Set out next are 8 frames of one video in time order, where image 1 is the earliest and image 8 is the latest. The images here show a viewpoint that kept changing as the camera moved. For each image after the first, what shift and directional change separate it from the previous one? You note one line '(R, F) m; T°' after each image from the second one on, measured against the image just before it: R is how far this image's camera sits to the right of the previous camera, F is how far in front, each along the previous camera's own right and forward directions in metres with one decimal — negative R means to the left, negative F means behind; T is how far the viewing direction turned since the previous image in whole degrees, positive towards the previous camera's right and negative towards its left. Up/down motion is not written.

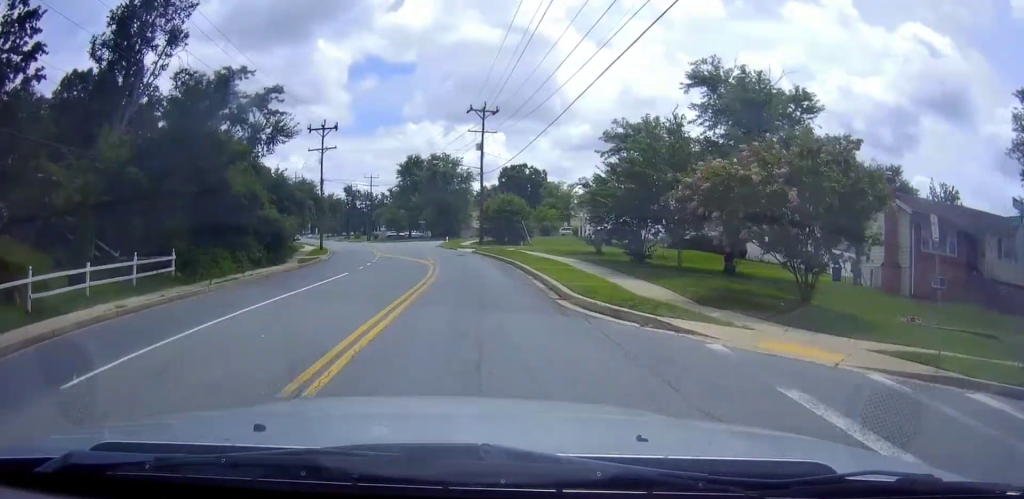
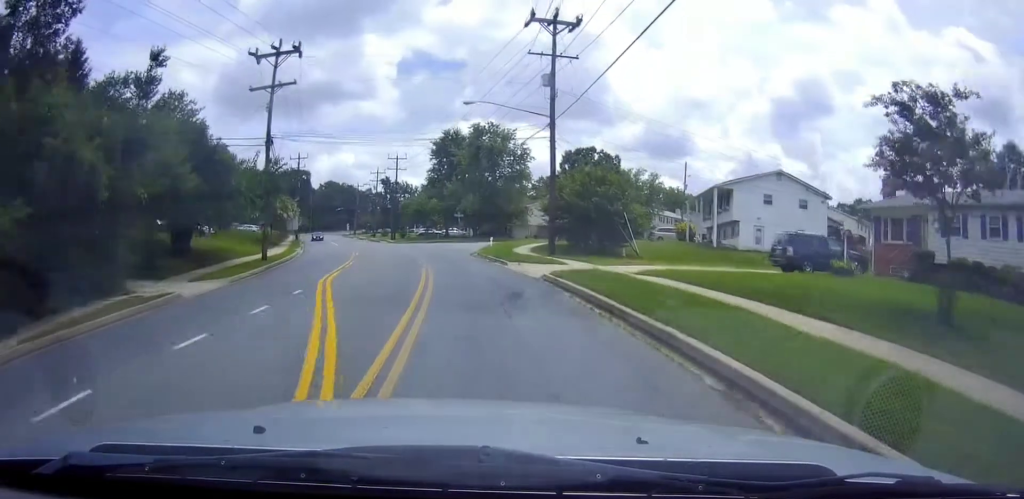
(-1.4, +27.1) m; -7°
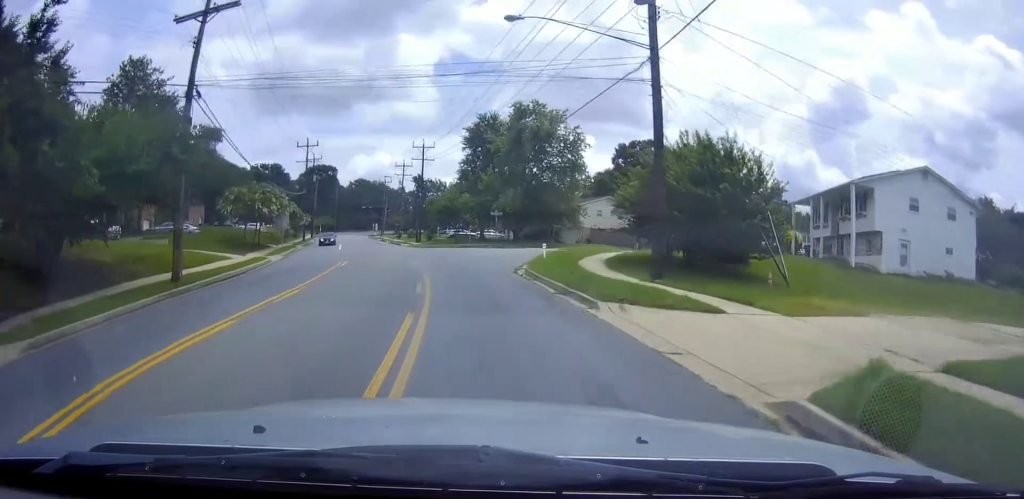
(-0.6, +14.3) m; -4°
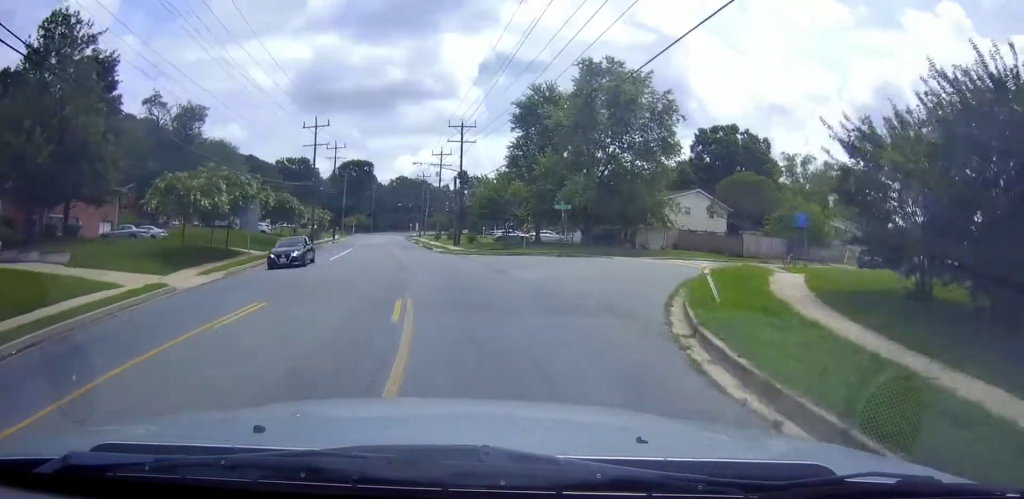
(-0.7, +16.6) m; -5°
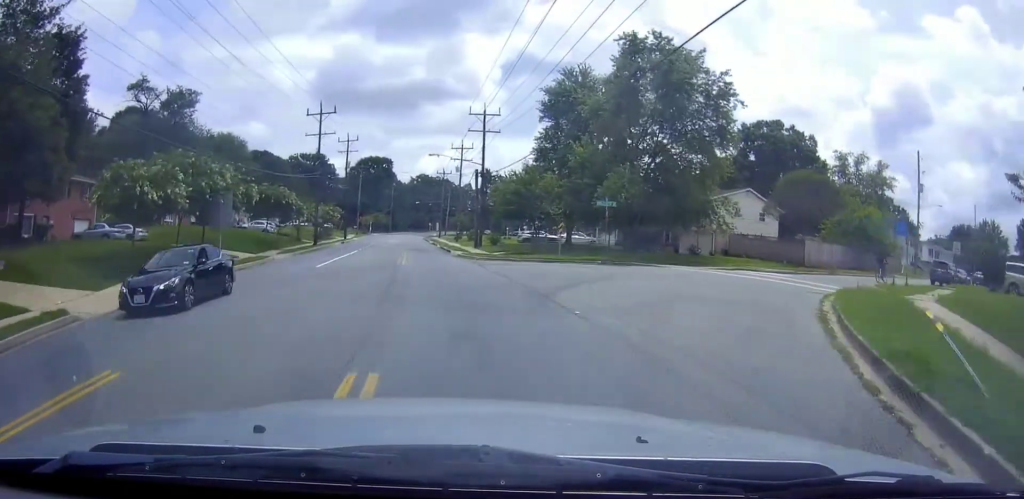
(-0.1, +6.9) m; -2°
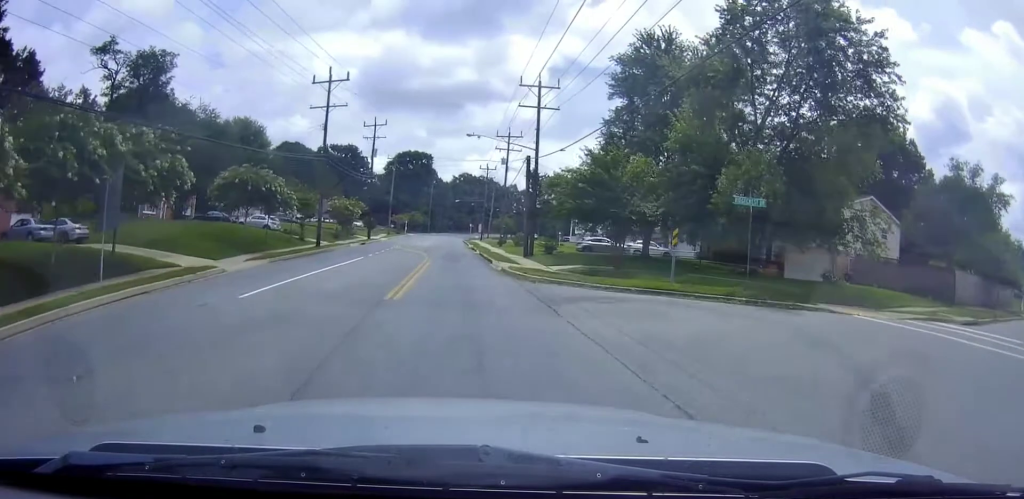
(-0.1, +12.6) m; -2°
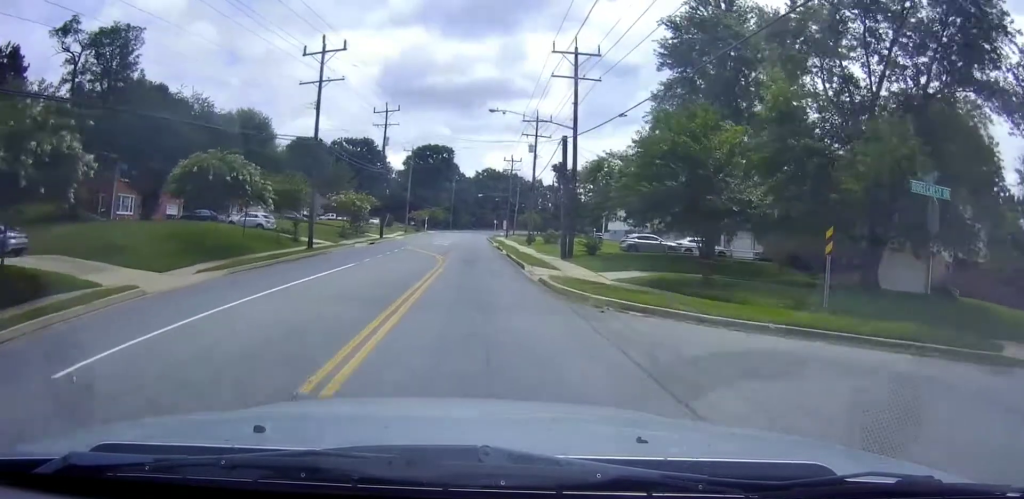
(-0.3, +7.9) m; 0°
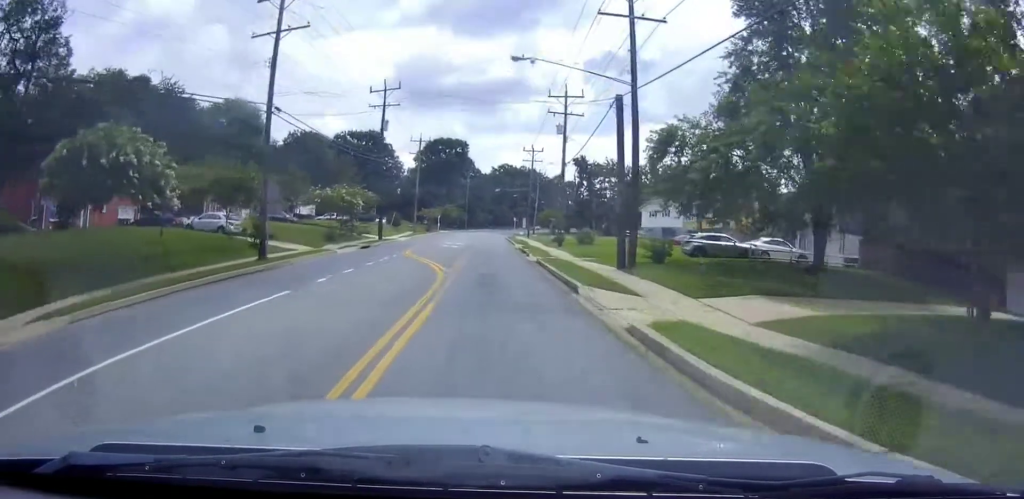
(+0.2, +10.9) m; 0°
